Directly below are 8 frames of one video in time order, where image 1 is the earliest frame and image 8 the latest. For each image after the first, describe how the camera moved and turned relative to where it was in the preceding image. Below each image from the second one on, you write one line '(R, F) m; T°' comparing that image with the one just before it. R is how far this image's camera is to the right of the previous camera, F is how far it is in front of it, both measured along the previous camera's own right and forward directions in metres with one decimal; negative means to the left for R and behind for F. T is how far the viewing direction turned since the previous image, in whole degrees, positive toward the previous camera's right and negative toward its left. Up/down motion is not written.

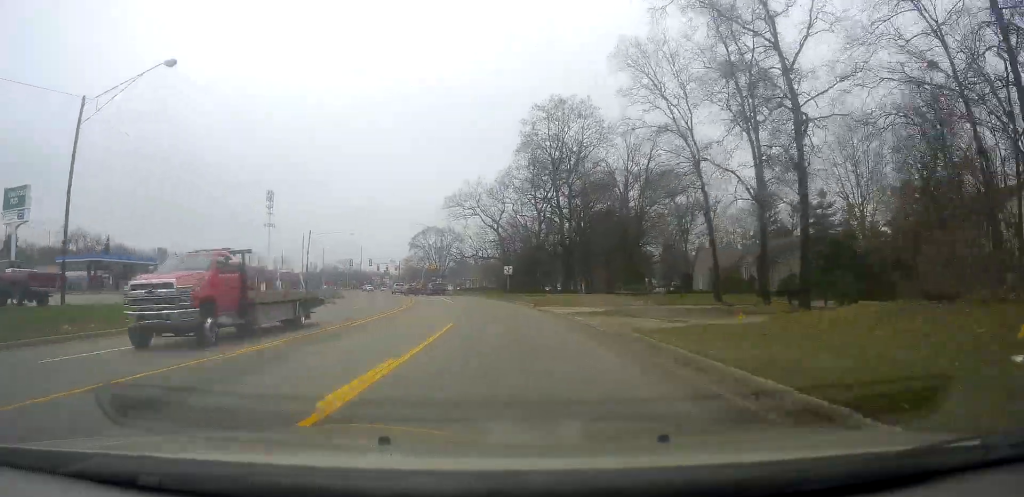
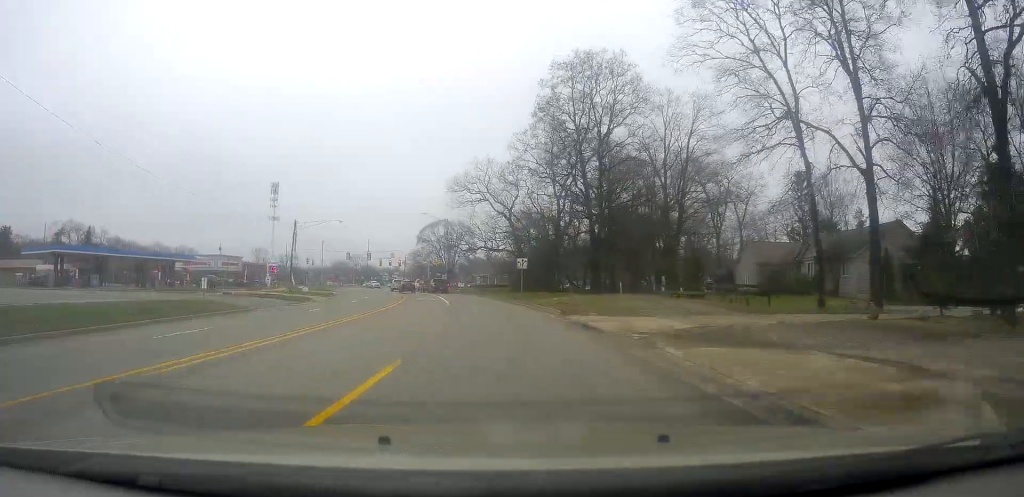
(-0.3, +11.3) m; -1°
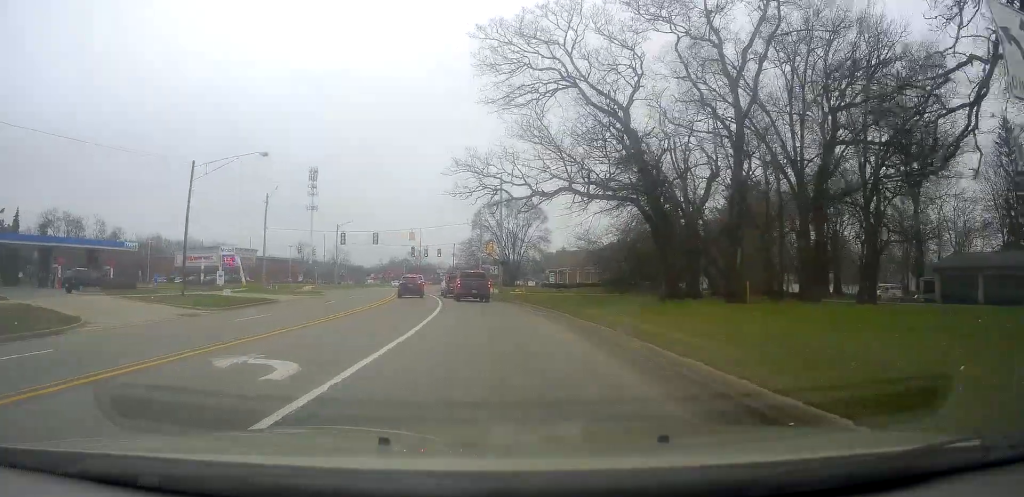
(-1.8, +41.7) m; -5°
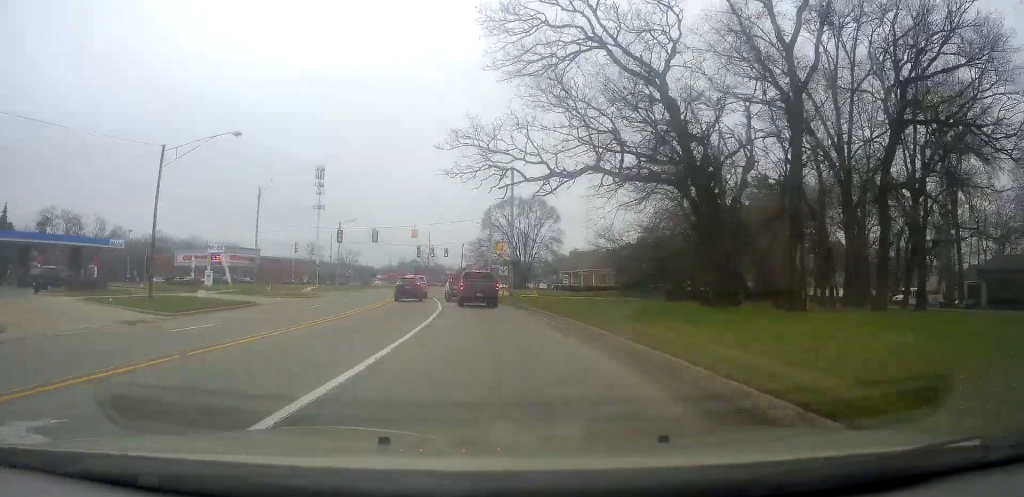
(-0.2, +5.5) m; -1°
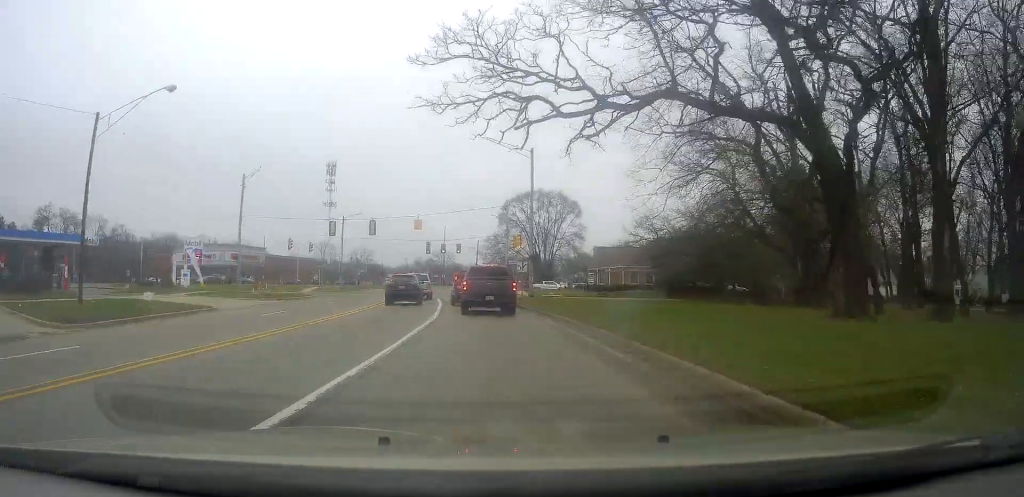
(-0.3, +9.0) m; -2°
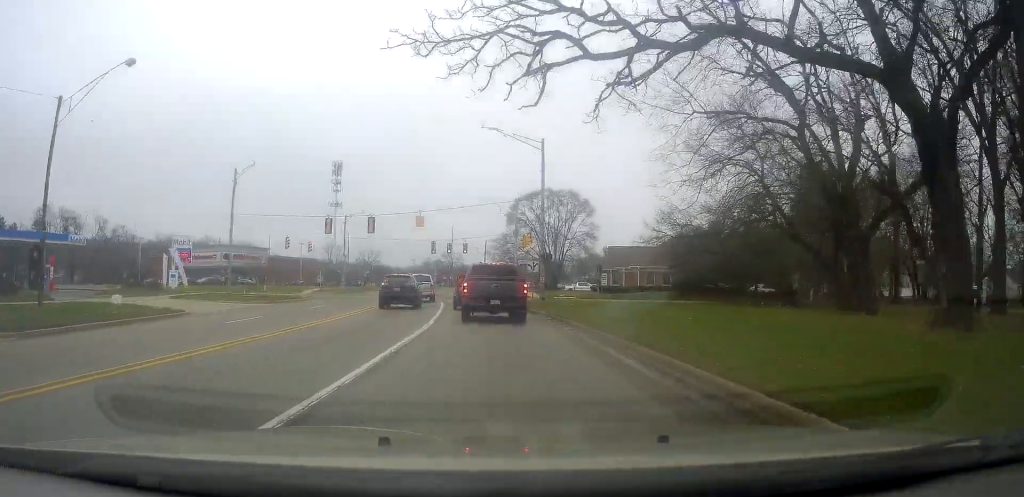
(+0.3, +4.2) m; -1°
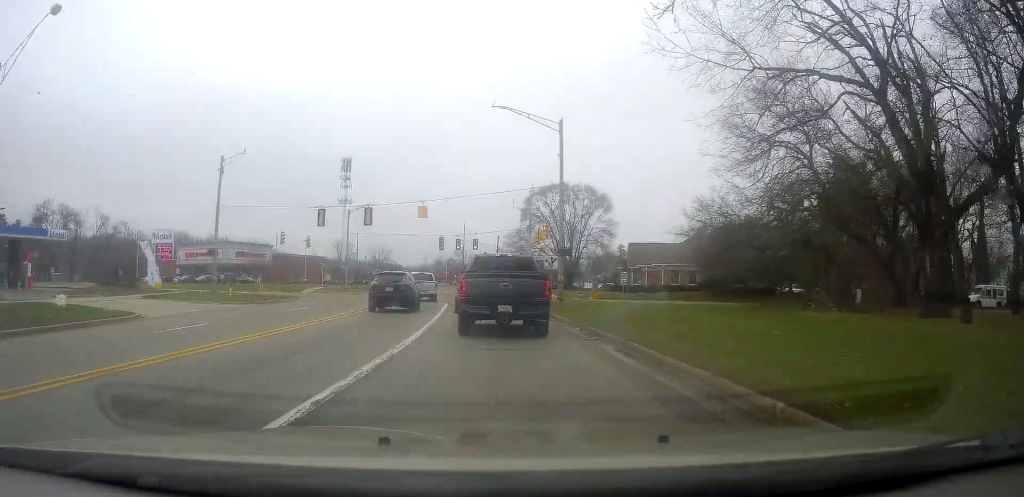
(-0.5, +5.6) m; -5°
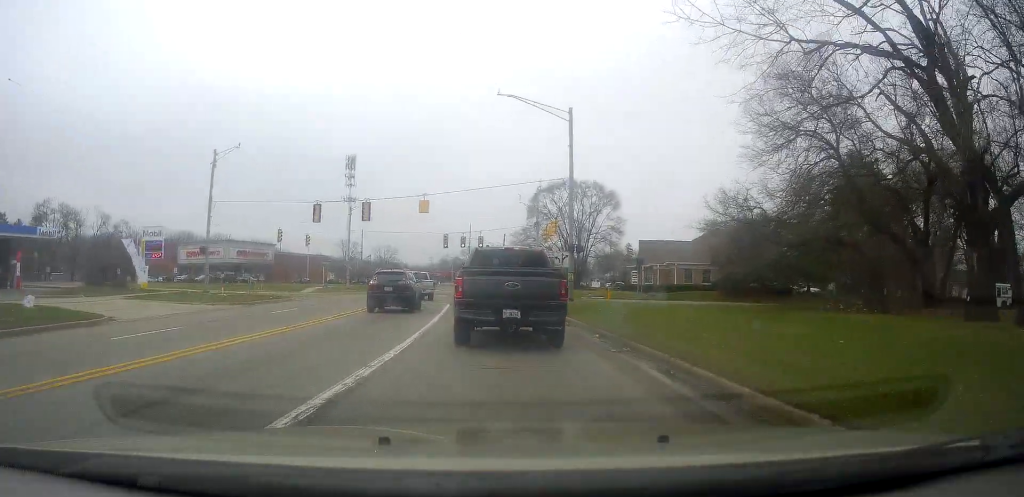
(-0.1, +2.7) m; -2°
